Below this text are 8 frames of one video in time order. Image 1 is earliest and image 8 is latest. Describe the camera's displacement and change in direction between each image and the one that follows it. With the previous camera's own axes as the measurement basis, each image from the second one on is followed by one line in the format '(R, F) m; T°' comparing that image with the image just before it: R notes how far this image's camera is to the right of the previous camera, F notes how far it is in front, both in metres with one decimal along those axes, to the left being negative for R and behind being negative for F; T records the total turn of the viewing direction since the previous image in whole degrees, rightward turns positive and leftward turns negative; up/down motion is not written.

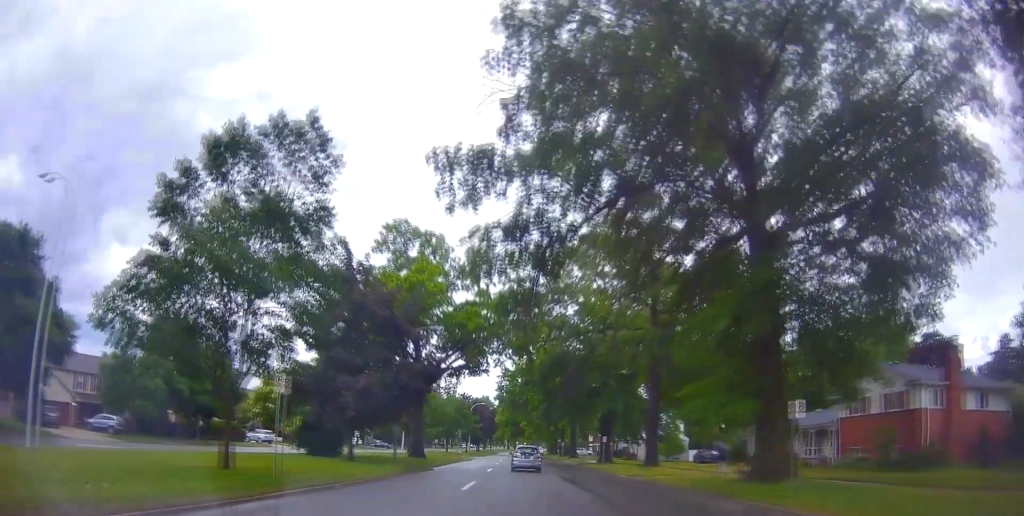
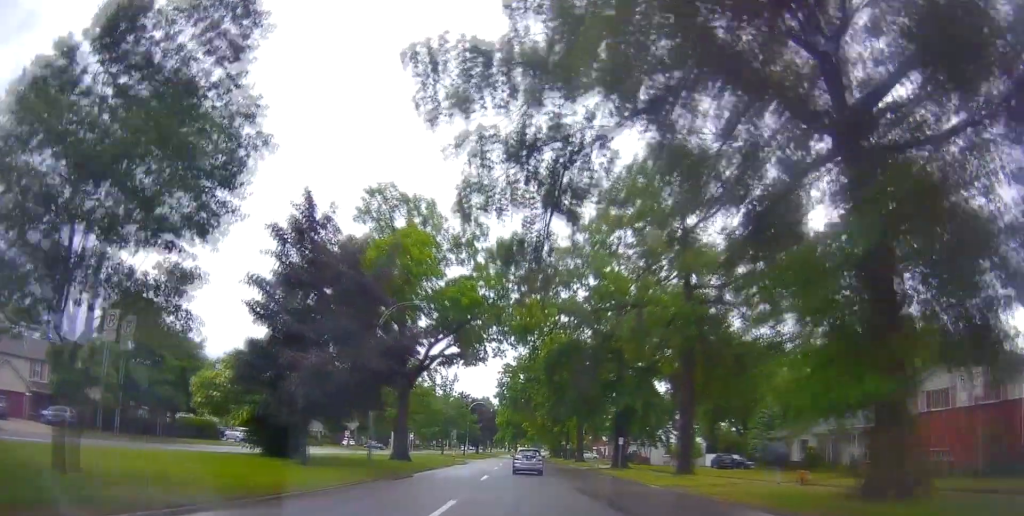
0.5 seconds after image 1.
(-0.2, +7.5) m; -1°
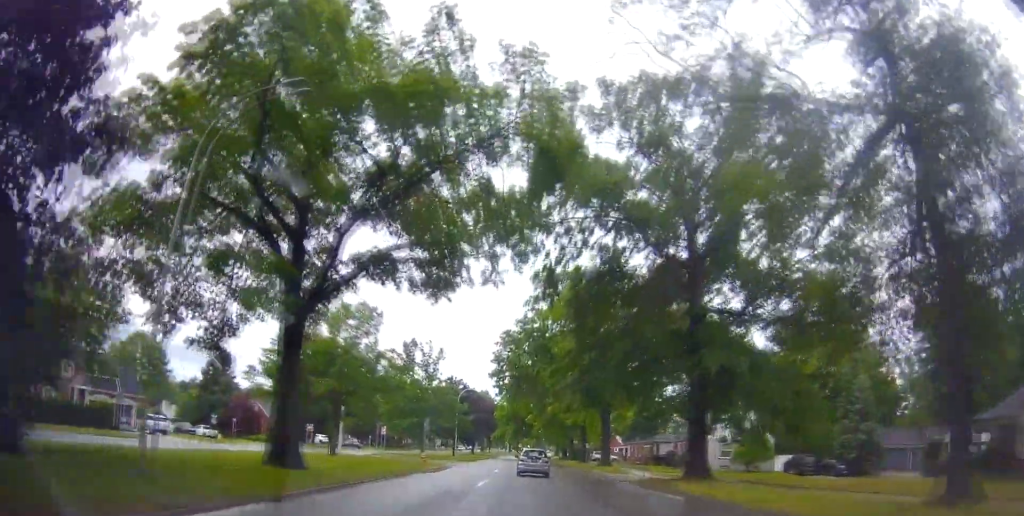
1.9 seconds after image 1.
(-0.3, +21.2) m; -1°
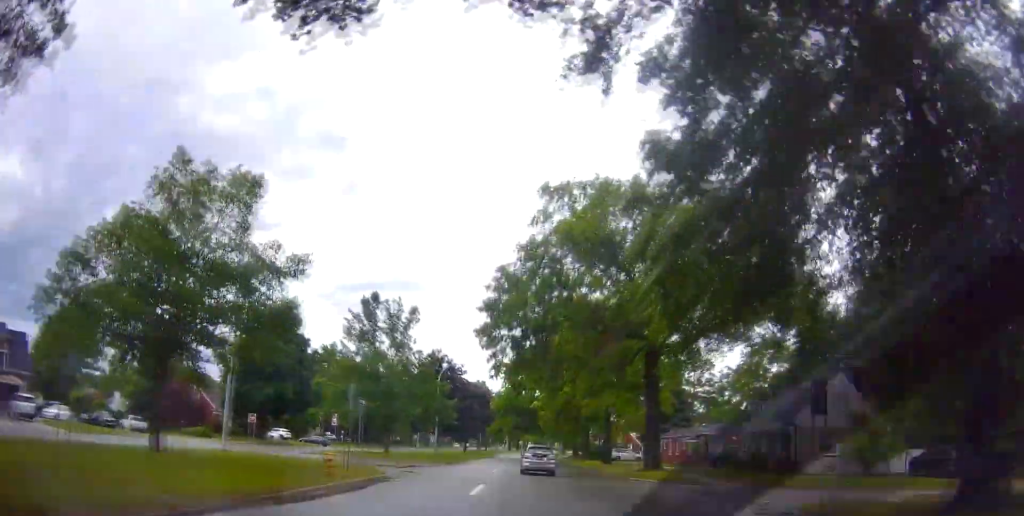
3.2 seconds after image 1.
(0.0, +19.6) m; 0°
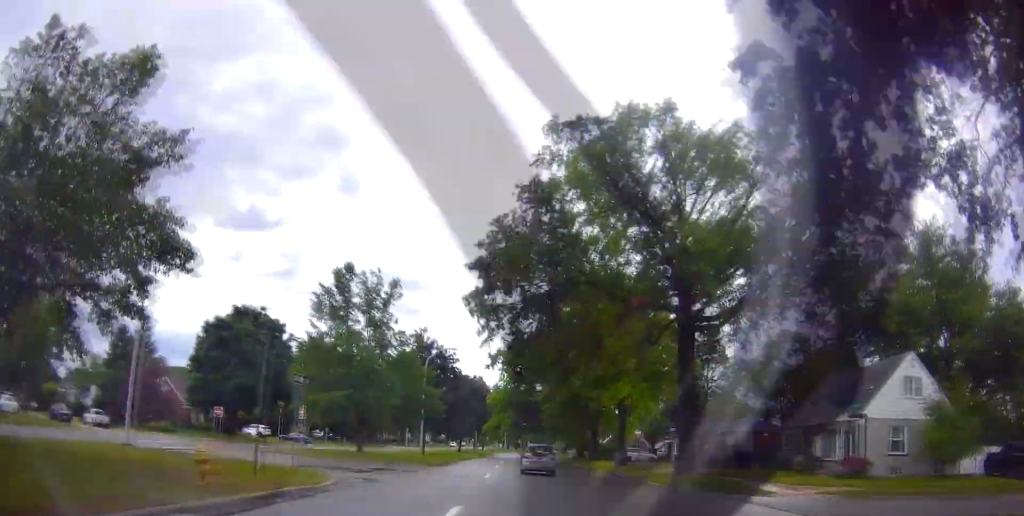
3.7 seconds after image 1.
(0.0, +8.0) m; 0°
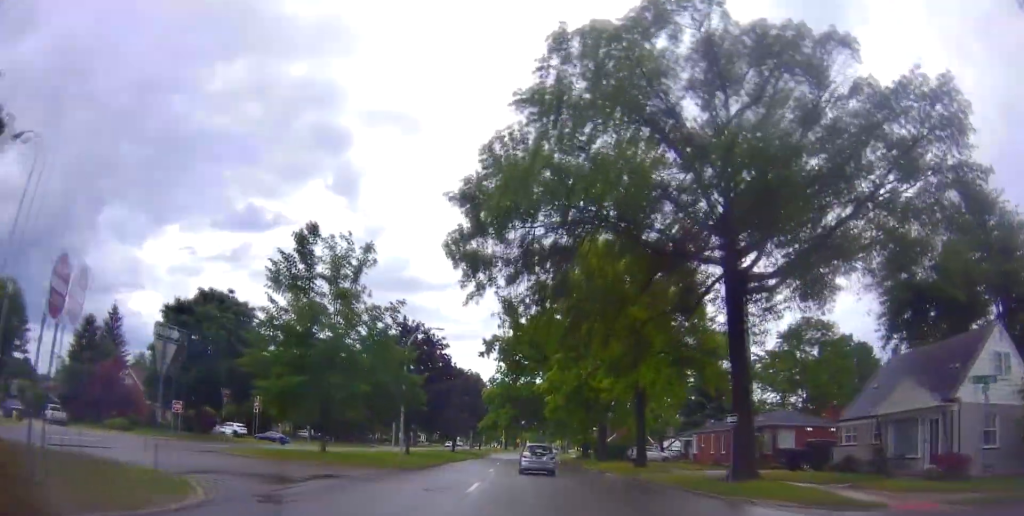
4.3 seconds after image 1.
(0.0, +8.0) m; 0°
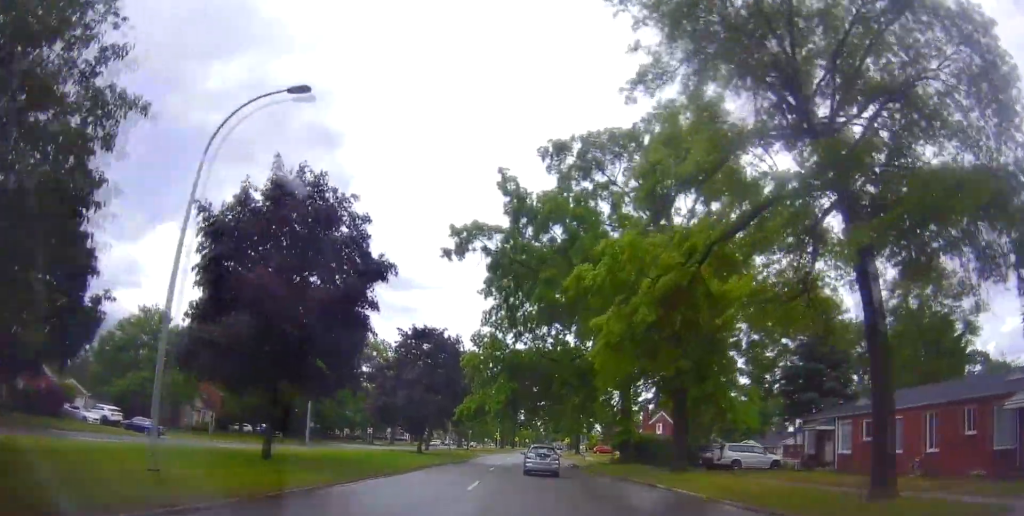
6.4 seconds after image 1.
(-0.3, +31.1) m; -3°
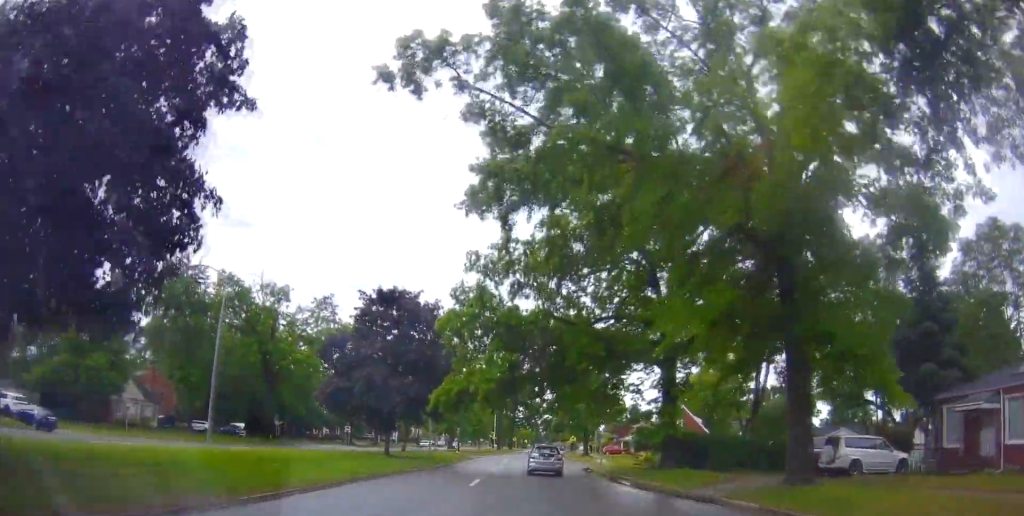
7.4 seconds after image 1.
(-0.3, +15.2) m; +2°
